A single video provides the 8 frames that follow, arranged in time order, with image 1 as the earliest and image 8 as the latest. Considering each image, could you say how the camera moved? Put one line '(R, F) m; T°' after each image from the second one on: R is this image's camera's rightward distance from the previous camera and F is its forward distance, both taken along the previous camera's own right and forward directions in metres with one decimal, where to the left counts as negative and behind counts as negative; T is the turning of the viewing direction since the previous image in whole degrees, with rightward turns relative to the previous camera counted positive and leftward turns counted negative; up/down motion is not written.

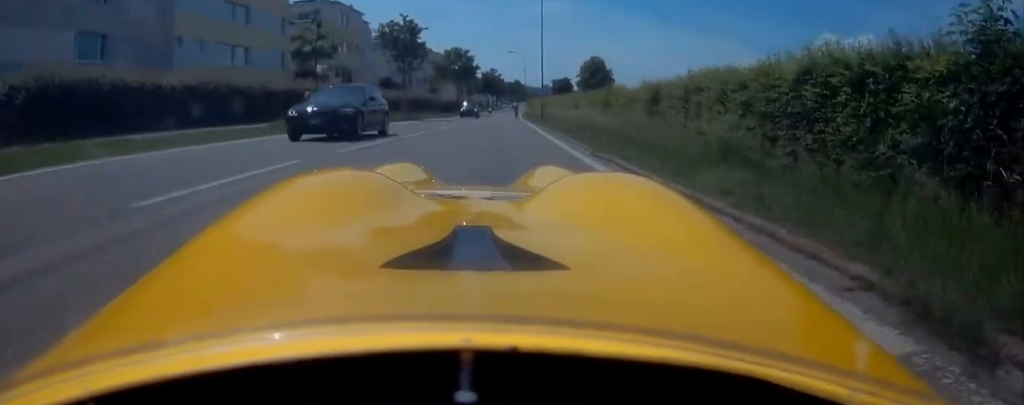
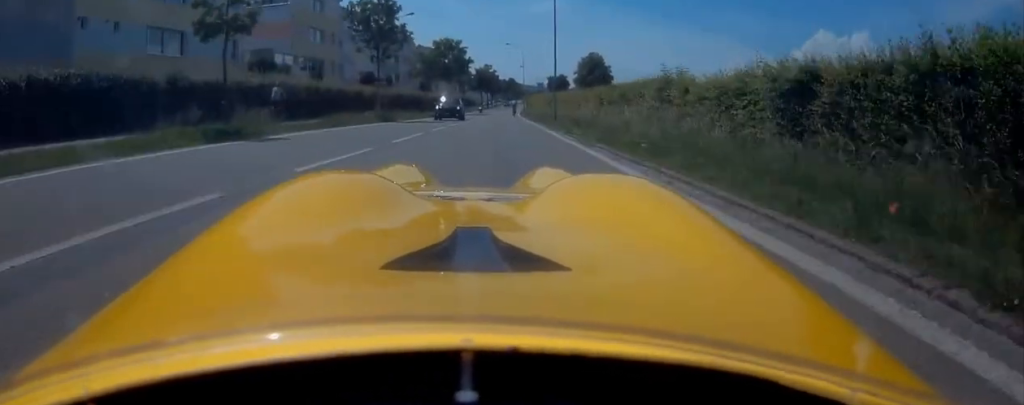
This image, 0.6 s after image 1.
(+0.1, +9.4) m; 0°
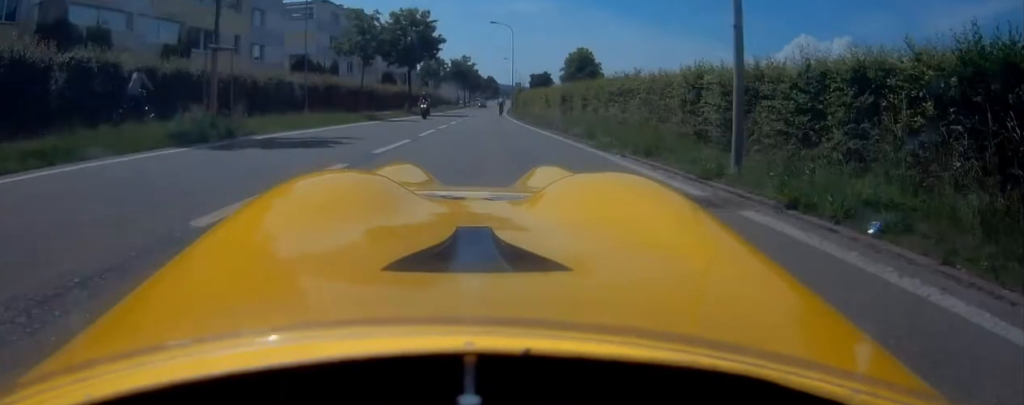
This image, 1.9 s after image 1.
(+0.4, +21.9) m; +2°
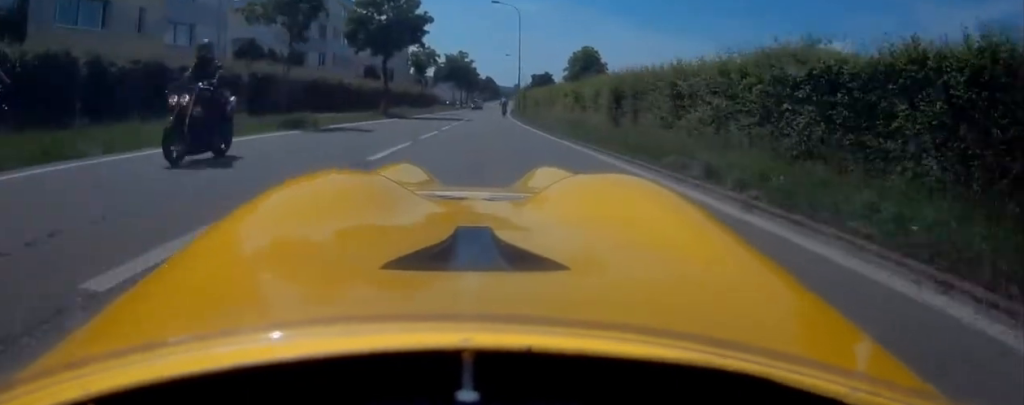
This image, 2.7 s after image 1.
(+0.2, +13.6) m; +1°
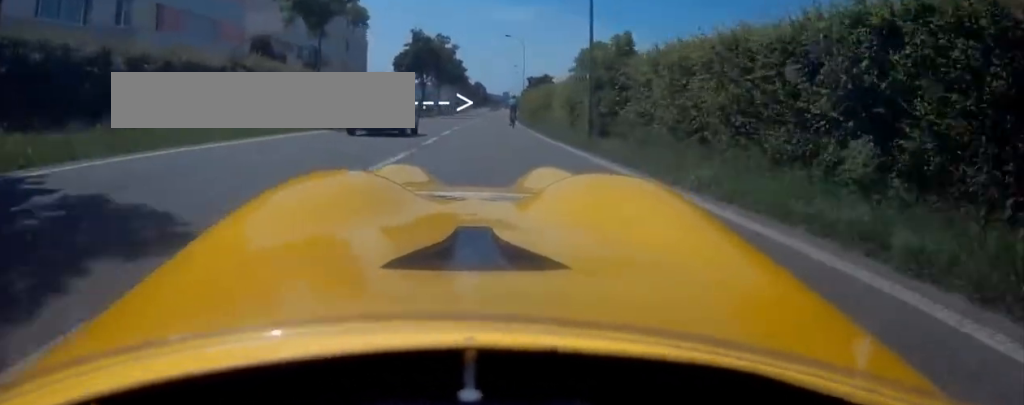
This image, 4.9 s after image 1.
(0.0, +37.5) m; -1°
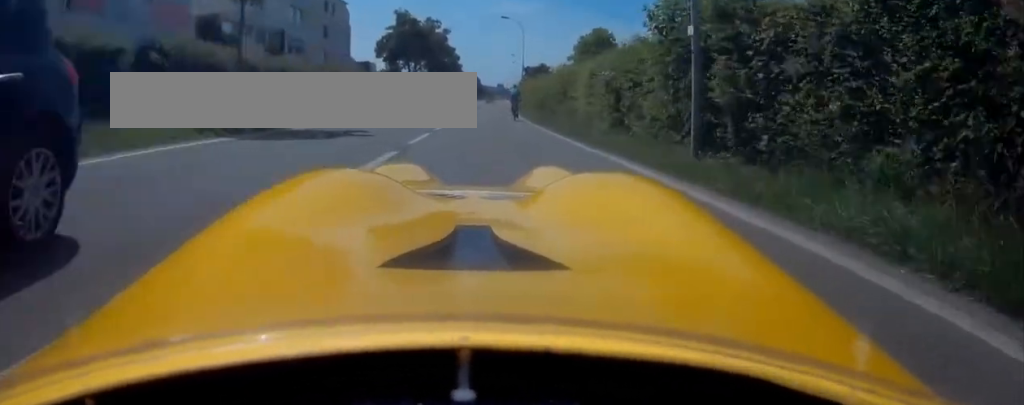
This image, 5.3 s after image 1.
(-0.1, +8.0) m; 0°
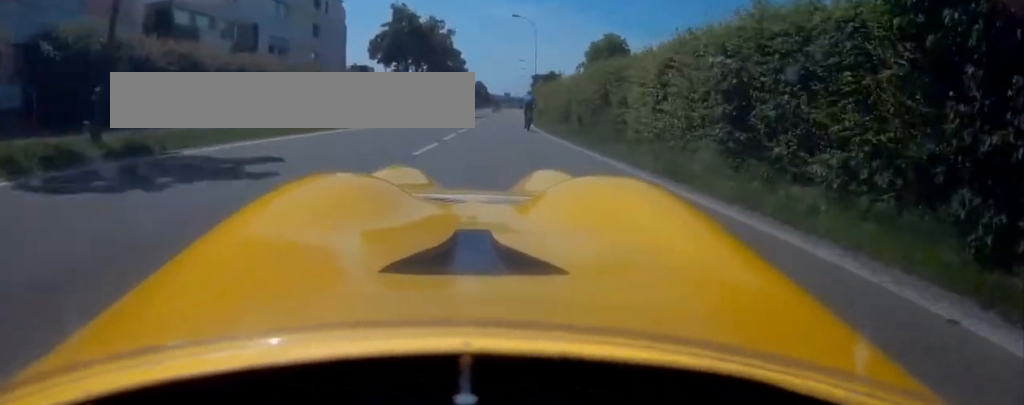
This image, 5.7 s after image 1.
(+0.1, +6.9) m; +1°
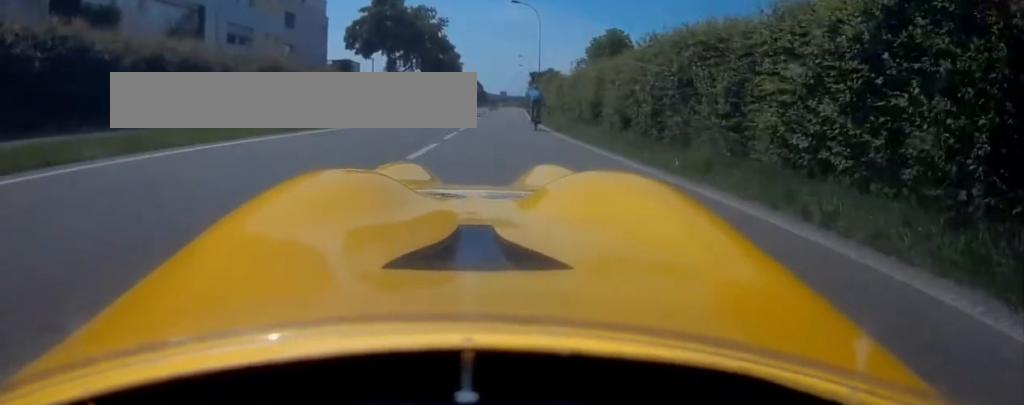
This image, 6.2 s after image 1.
(+0.1, +7.5) m; +1°
